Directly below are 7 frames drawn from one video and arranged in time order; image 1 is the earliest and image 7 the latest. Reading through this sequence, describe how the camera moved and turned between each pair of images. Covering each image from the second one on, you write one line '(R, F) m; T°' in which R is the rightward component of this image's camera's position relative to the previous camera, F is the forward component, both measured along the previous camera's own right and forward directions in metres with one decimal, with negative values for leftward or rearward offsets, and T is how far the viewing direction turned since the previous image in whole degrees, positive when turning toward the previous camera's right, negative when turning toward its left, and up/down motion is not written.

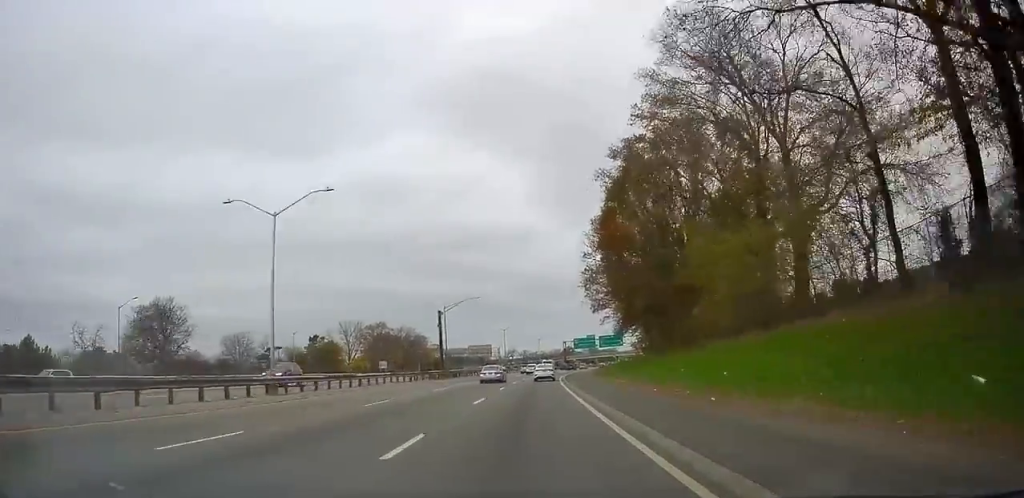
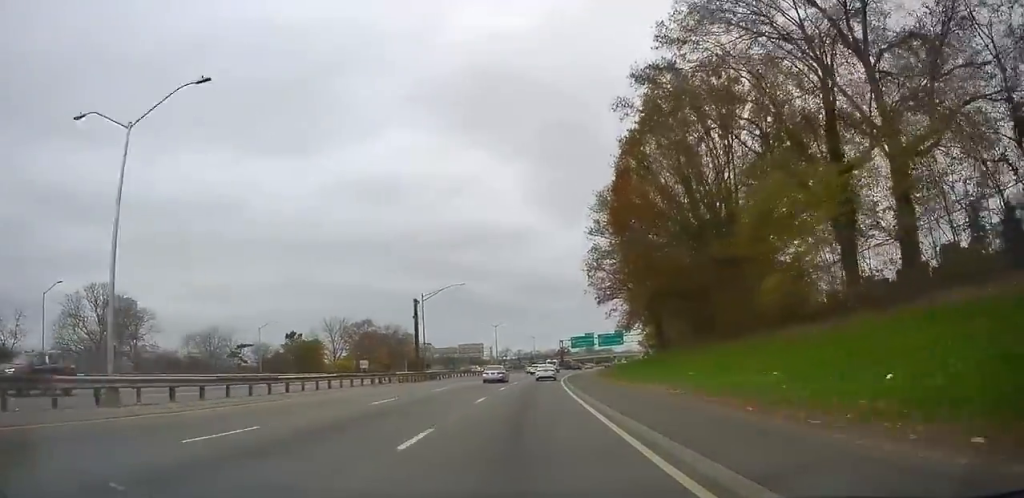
(+0.3, +11.3) m; -1°
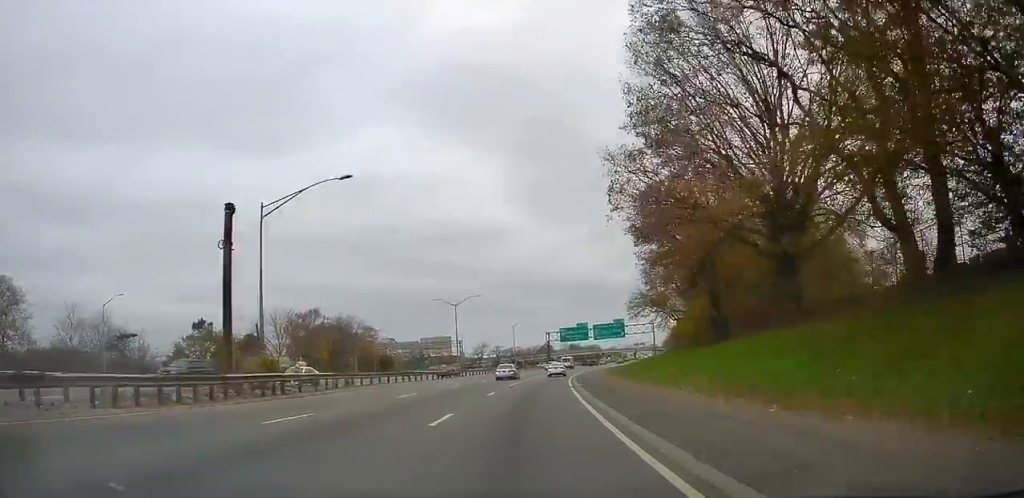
(-0.4, +33.3) m; +1°
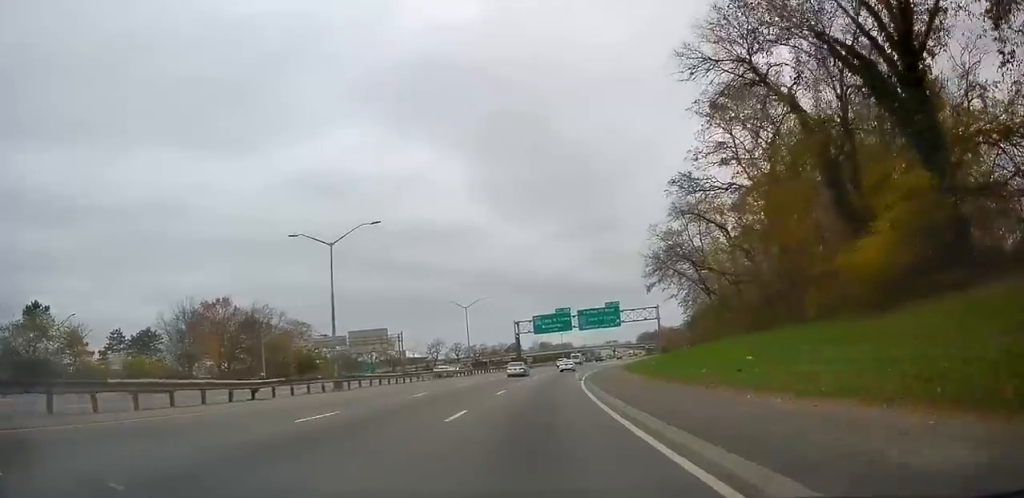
(+1.0, +36.1) m; +1°
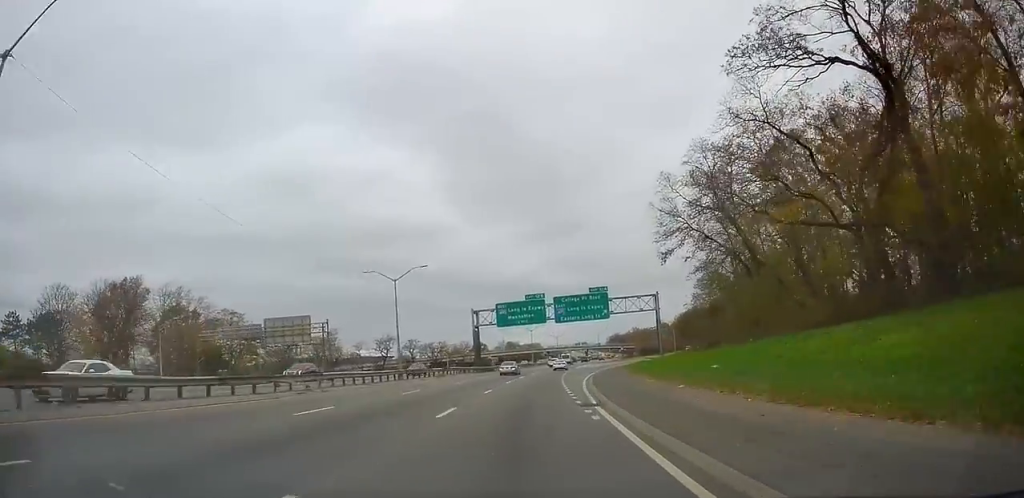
(0.0, +23.5) m; +2°
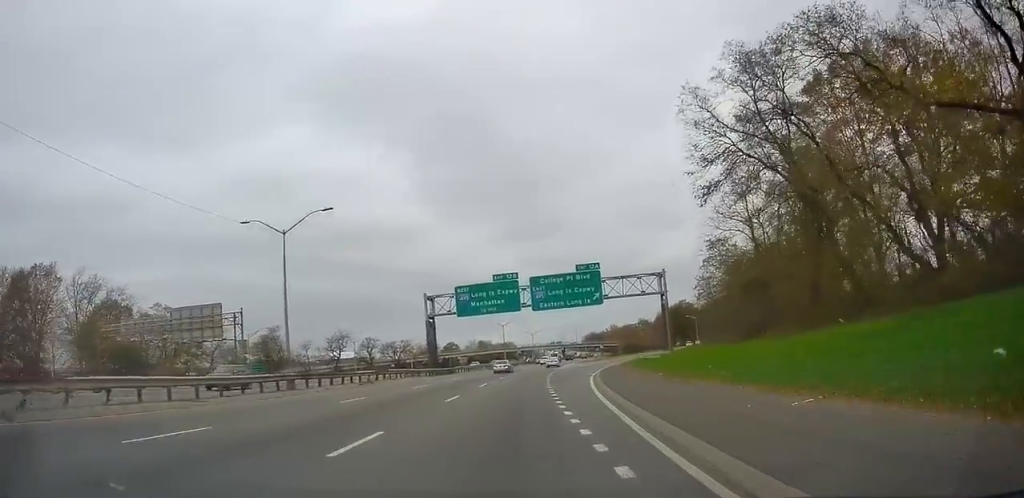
(+0.7, +18.4) m; +3°
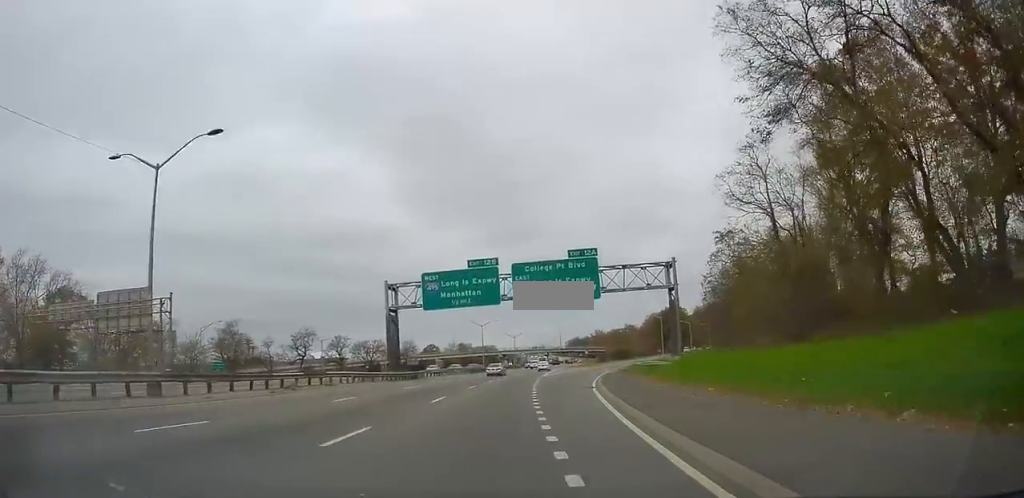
(0.0, +11.0) m; +1°
